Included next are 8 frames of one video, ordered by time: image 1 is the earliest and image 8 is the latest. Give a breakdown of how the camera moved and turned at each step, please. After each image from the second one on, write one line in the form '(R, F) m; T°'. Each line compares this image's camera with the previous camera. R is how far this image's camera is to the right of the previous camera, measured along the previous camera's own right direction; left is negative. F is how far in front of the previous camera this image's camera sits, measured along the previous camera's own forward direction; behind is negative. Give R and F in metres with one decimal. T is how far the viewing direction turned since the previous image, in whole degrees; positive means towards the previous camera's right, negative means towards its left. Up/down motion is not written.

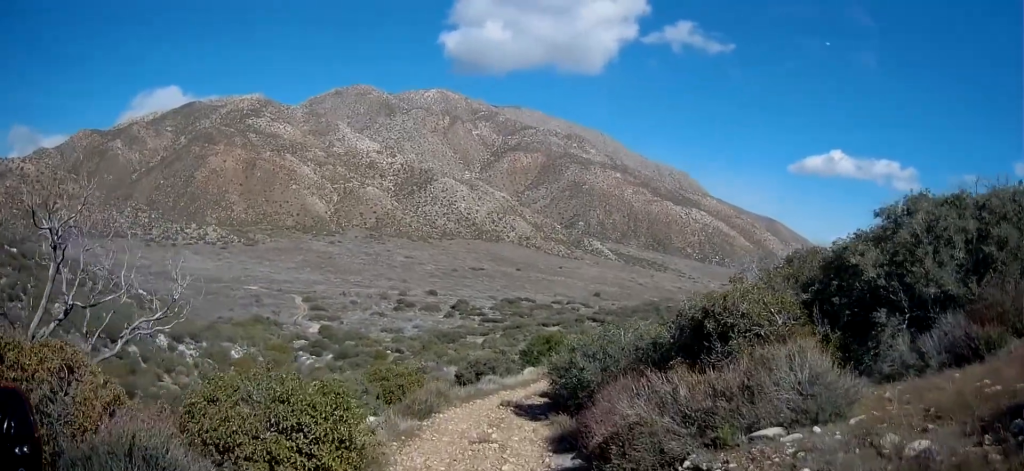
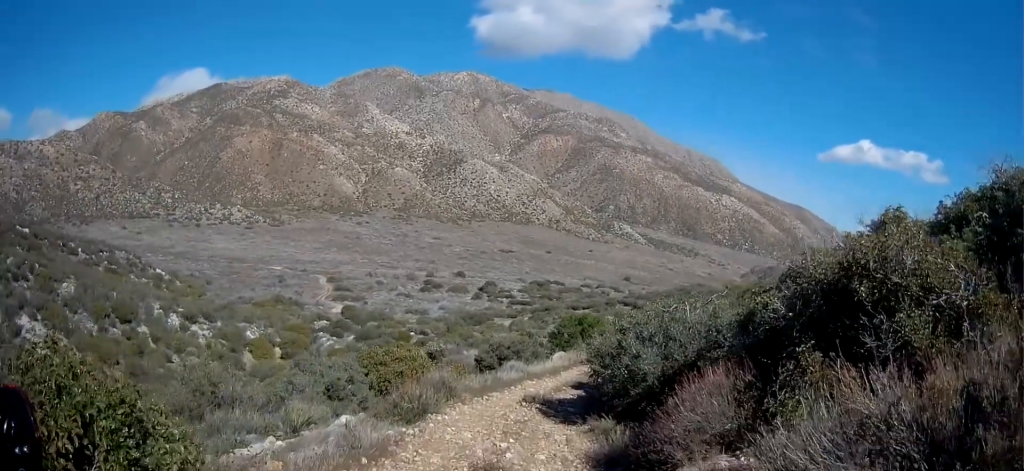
(0.0, +3.7) m; -3°
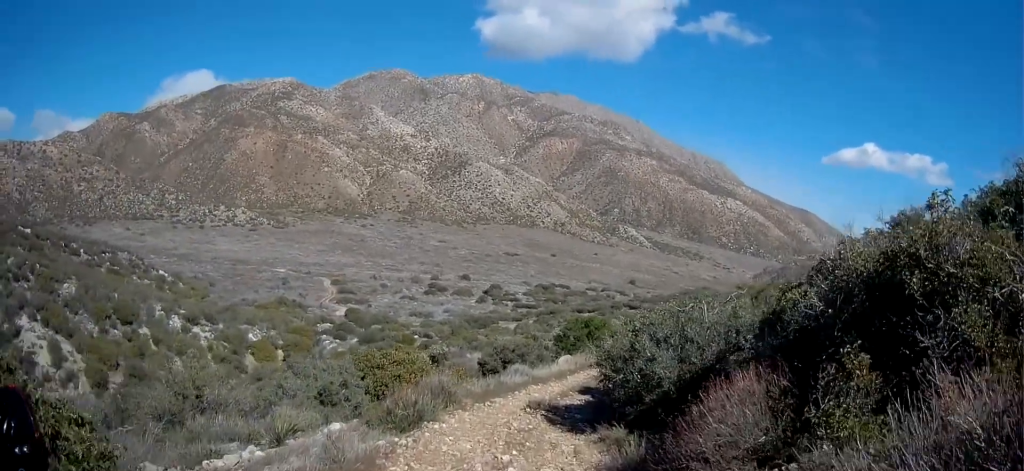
(0.0, +0.8) m; -3°
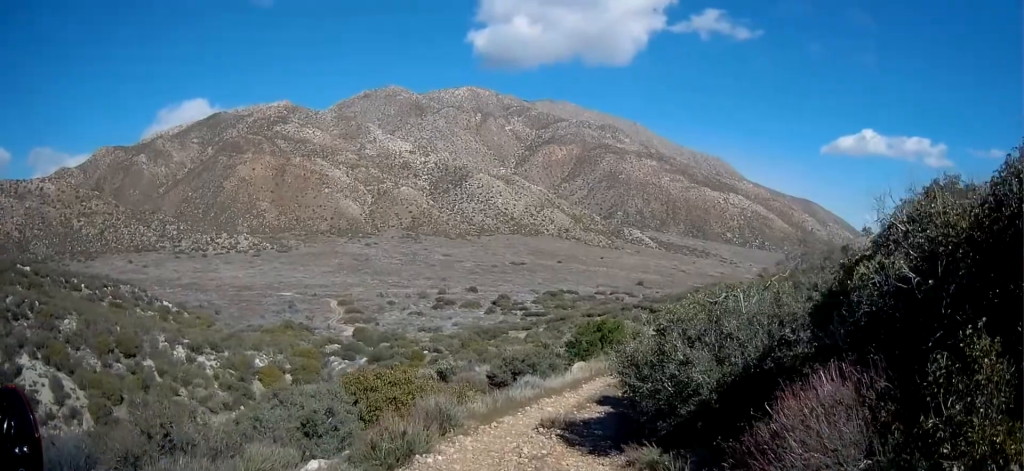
(-0.1, +1.6) m; 0°
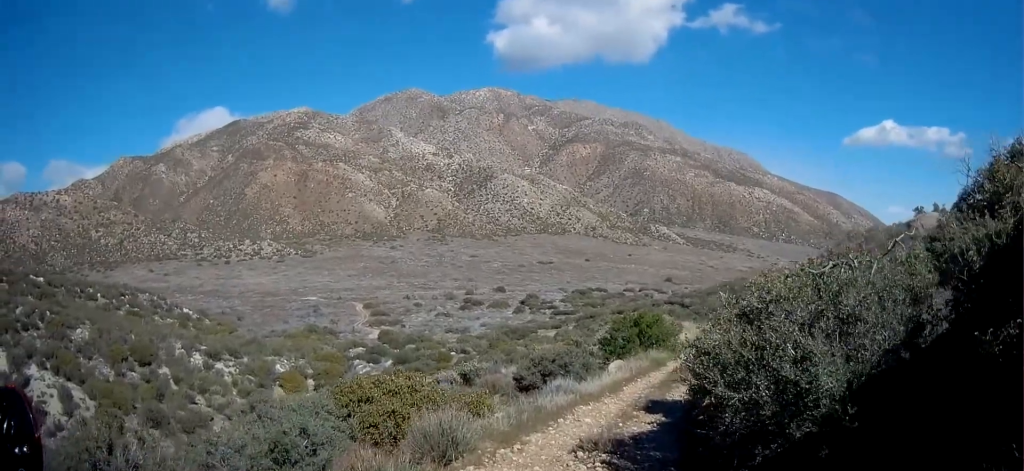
(+0.1, +2.8) m; +1°
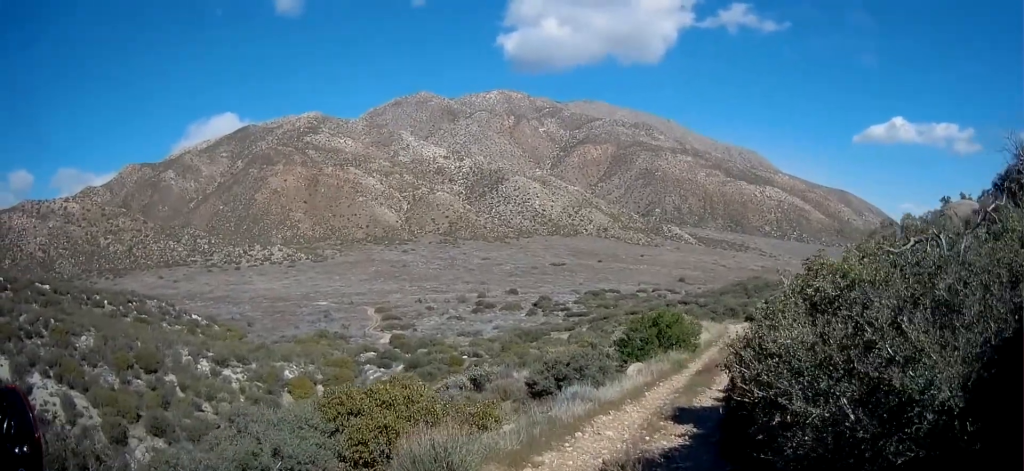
(-0.1, +1.4) m; -2°
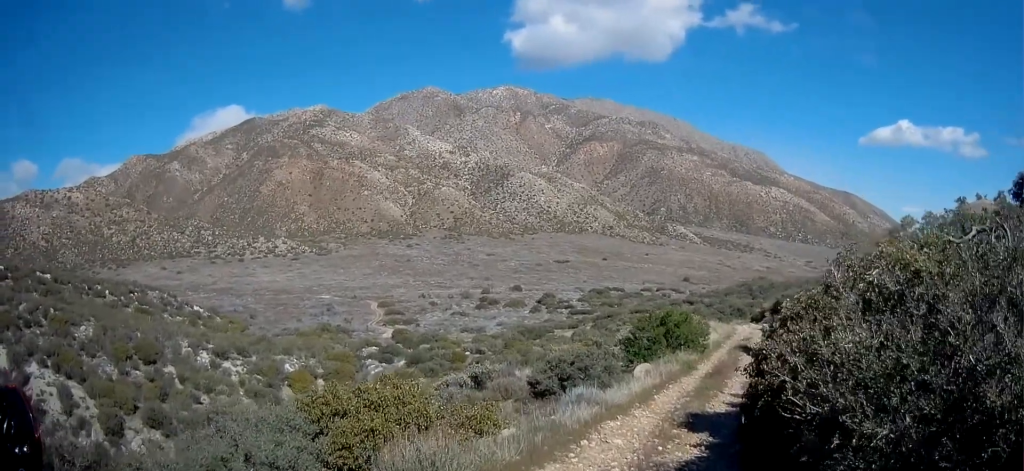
(0.0, +0.8) m; +2°
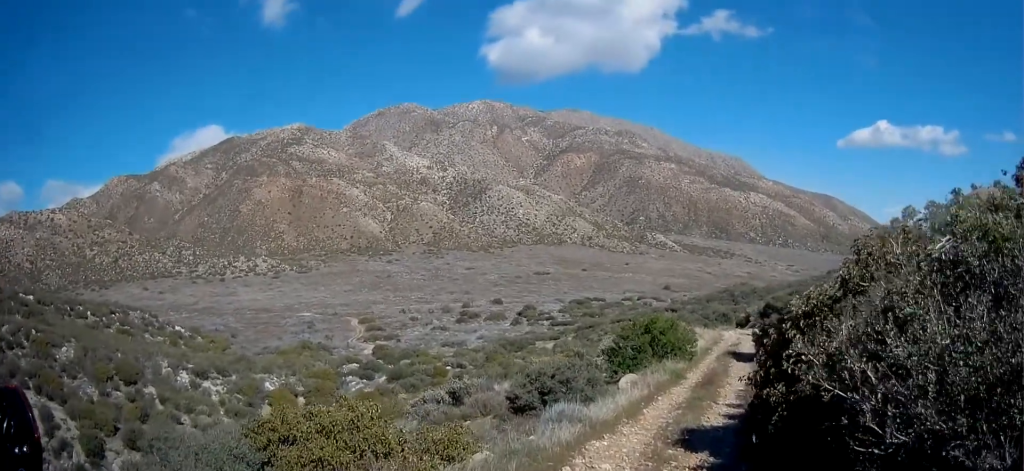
(0.0, +1.2) m; +3°
